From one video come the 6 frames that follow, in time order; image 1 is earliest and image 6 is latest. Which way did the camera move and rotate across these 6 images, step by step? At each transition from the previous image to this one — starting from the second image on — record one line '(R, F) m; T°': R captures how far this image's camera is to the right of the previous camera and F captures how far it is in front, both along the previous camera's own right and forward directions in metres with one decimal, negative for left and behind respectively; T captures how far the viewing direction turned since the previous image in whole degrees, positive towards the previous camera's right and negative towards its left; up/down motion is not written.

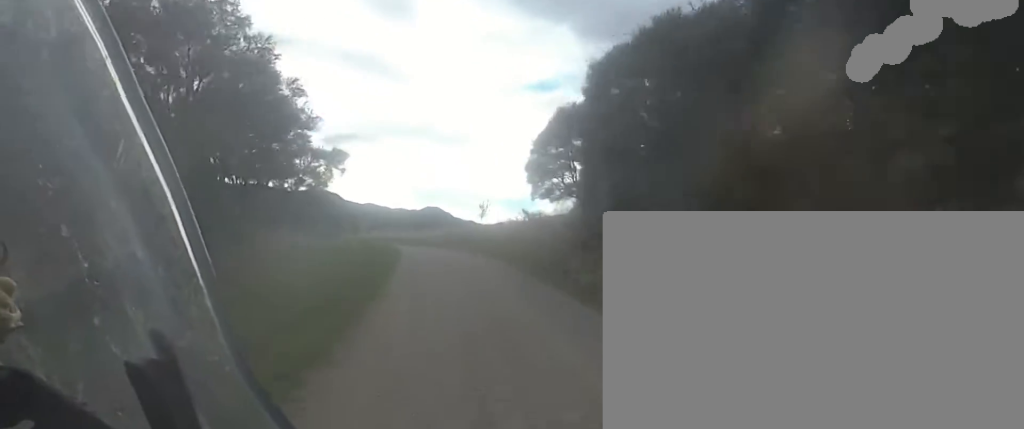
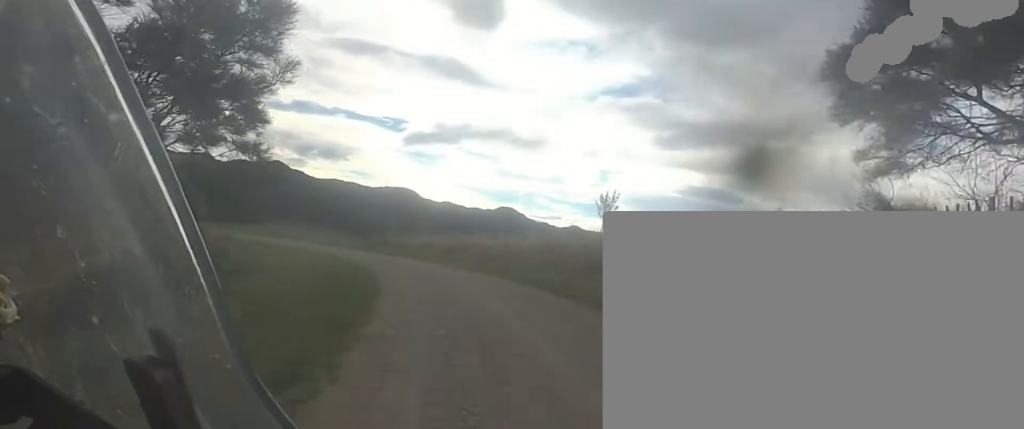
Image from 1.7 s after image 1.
(-2.8, +19.8) m; -15°
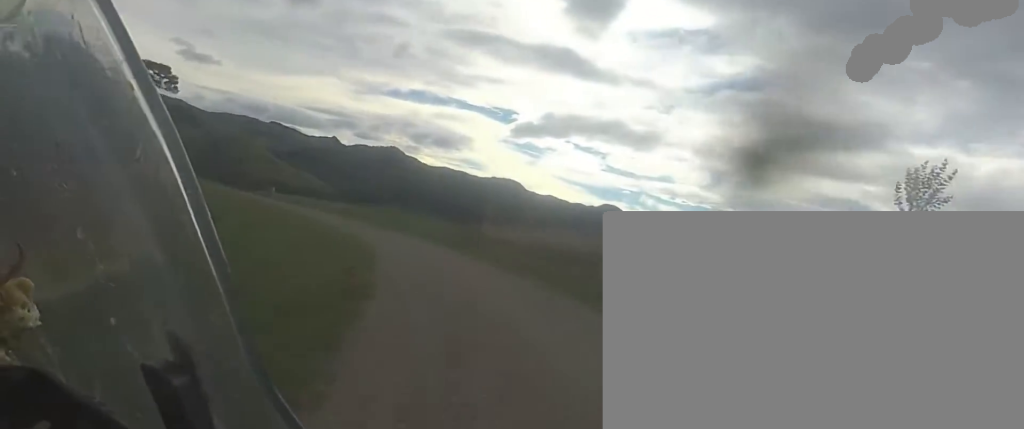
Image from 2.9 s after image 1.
(-1.1, +13.1) m; -8°
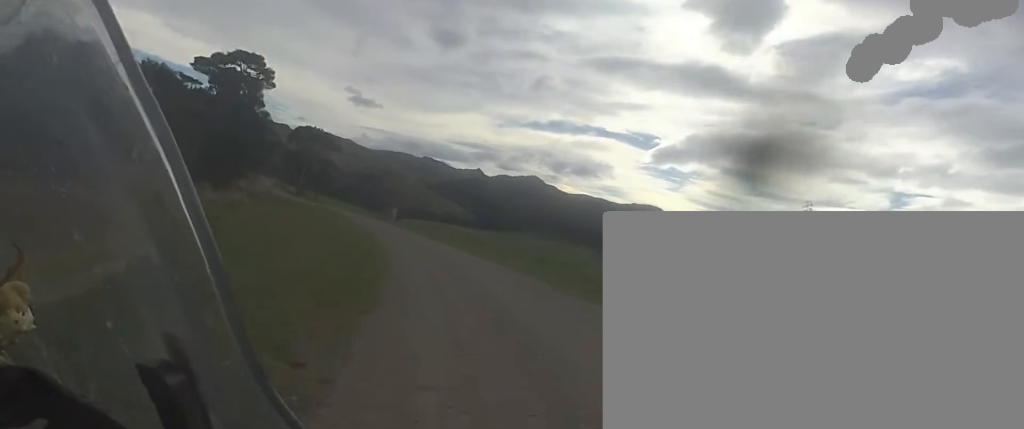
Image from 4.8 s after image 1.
(-3.7, +22.2) m; -19°
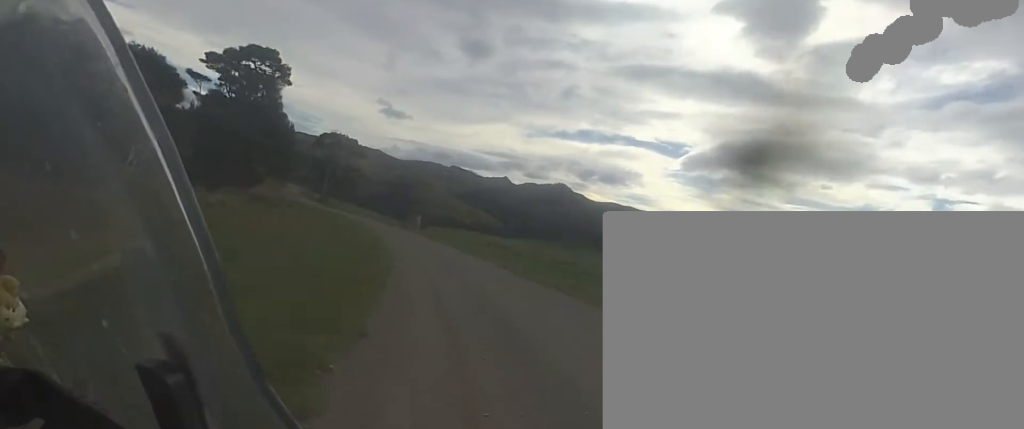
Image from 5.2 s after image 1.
(-0.3, +5.1) m; -4°
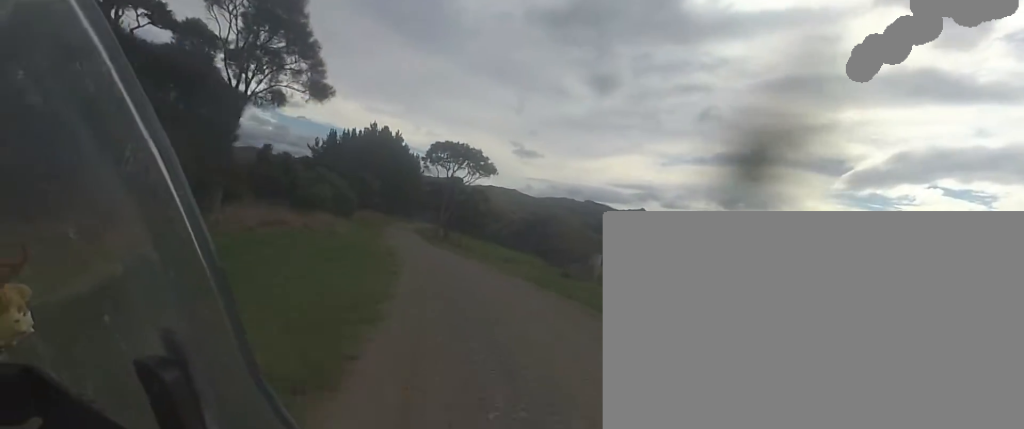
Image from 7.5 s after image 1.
(-4.3, +34.7) m; -14°
